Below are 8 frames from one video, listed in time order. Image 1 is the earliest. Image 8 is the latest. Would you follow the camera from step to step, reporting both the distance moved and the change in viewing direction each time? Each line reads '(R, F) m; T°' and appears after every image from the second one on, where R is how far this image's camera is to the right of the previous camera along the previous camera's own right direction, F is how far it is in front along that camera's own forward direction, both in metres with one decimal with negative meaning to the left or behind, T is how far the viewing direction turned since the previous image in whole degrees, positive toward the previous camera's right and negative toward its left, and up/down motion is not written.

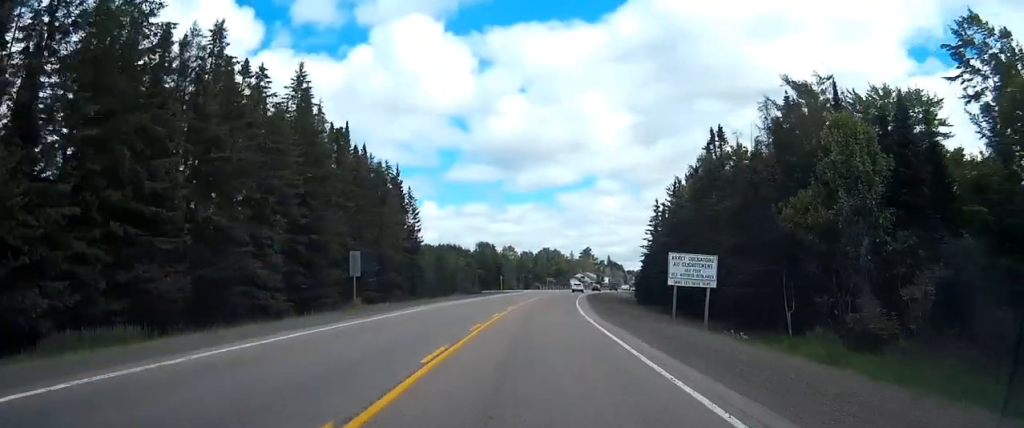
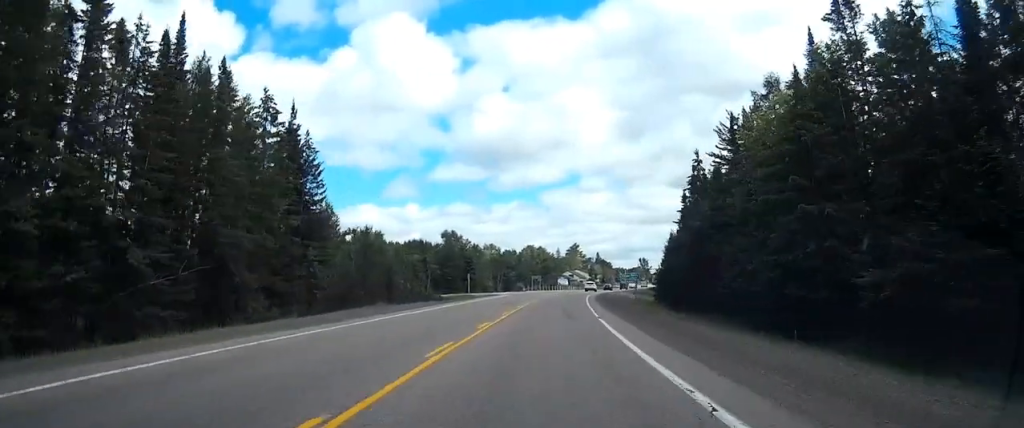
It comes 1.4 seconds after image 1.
(+0.1, +34.6) m; 0°
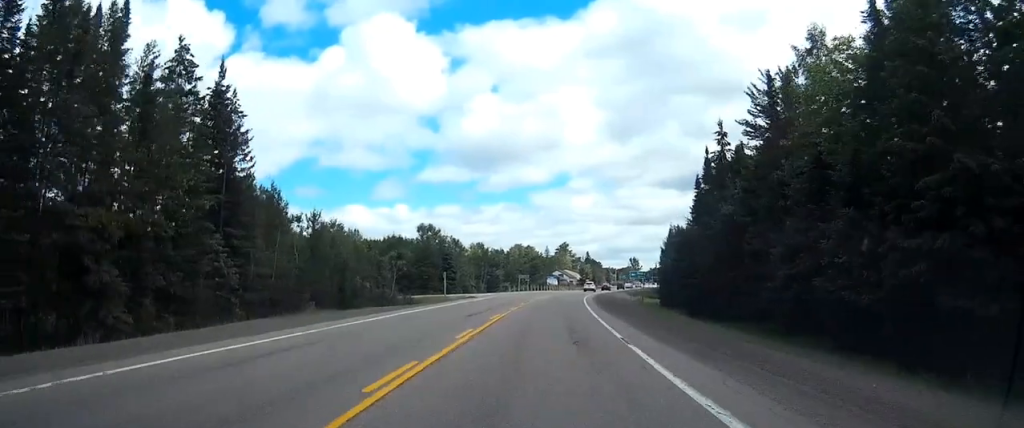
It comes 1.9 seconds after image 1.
(0.0, +12.6) m; 0°
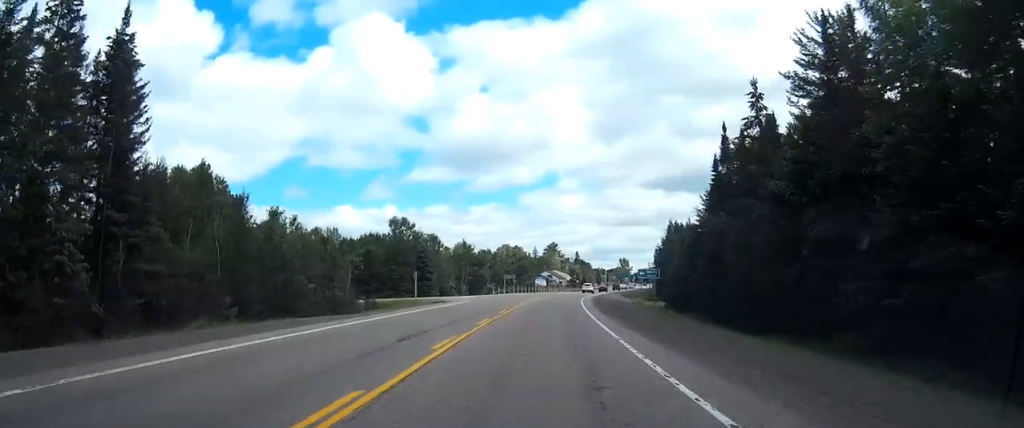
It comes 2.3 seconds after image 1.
(-0.1, +11.8) m; 0°
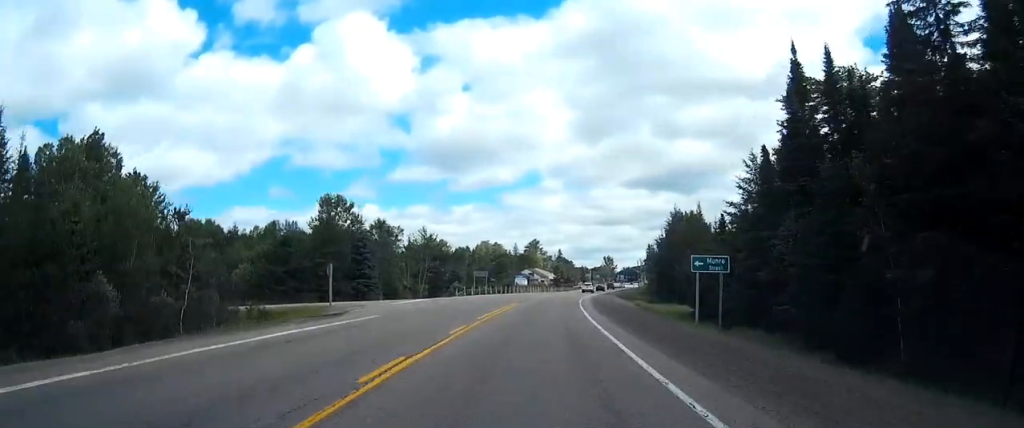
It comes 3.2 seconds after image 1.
(+0.2, +22.5) m; +1°
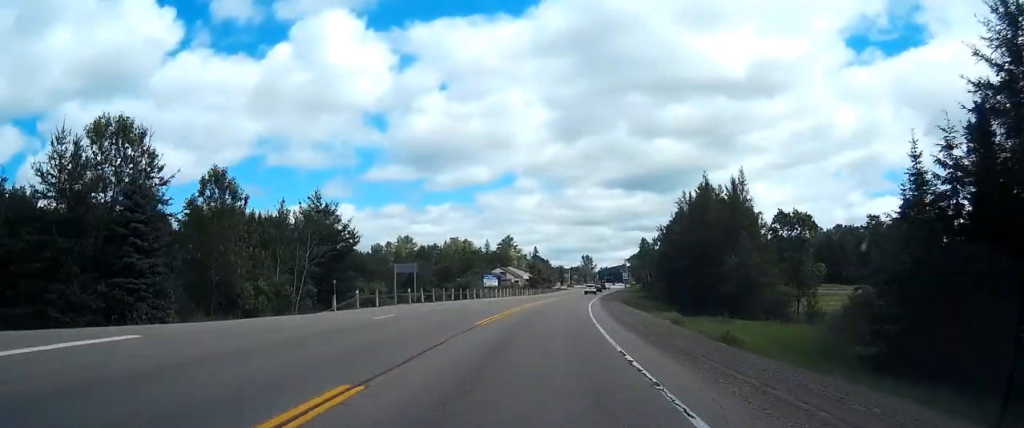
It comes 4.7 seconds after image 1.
(+0.7, +35.5) m; +2°
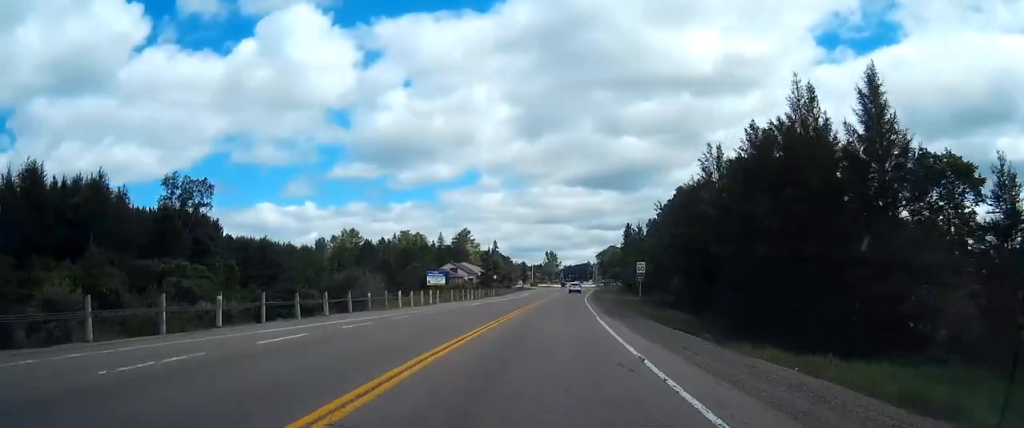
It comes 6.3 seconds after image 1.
(+0.9, +39.3) m; +4°
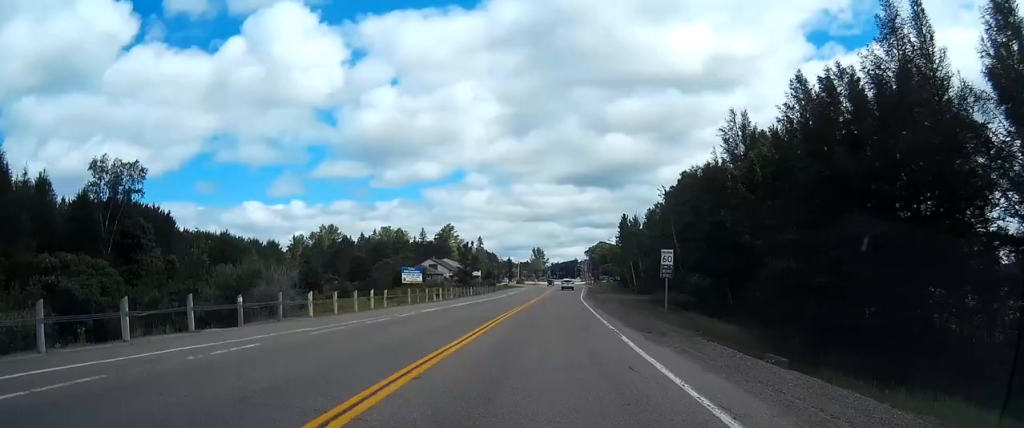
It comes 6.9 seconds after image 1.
(+0.3, +14.8) m; +1°
